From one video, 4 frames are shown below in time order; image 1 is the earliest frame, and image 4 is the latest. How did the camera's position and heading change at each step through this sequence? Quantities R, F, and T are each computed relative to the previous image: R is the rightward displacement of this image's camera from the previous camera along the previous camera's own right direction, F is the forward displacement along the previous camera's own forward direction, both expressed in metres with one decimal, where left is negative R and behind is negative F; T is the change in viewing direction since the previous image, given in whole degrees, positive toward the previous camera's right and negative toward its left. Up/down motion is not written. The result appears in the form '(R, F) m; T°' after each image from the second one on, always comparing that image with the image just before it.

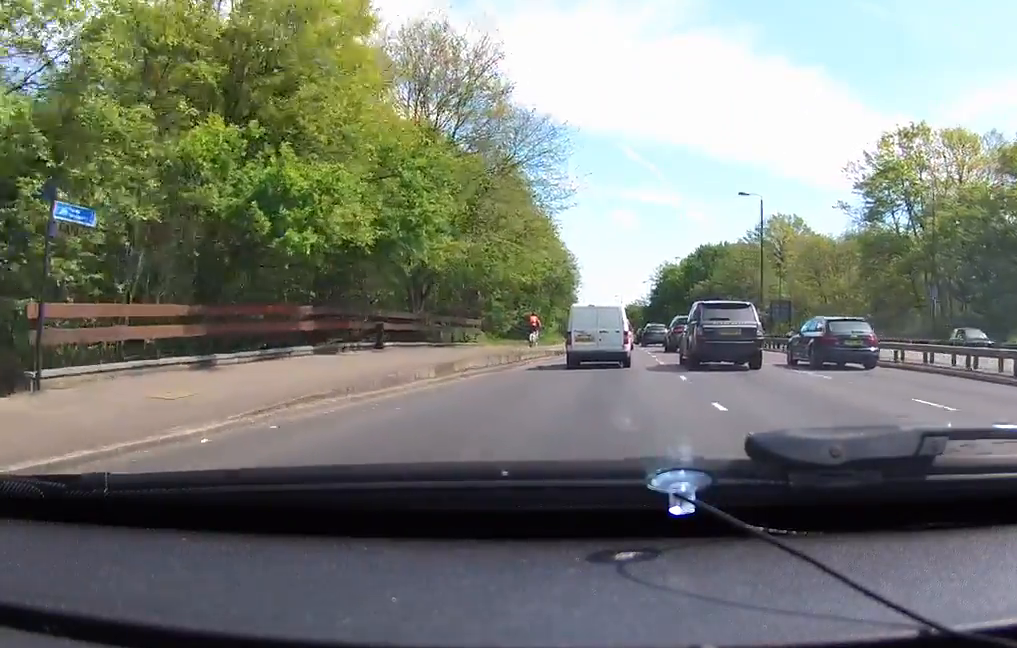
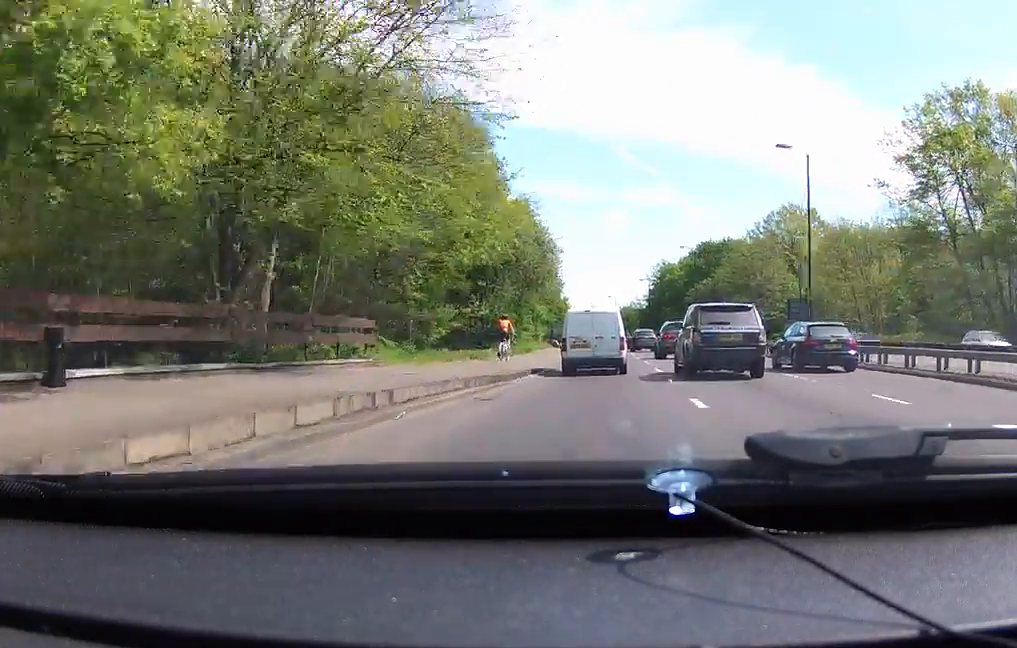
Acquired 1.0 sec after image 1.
(+0.1, +13.7) m; -1°
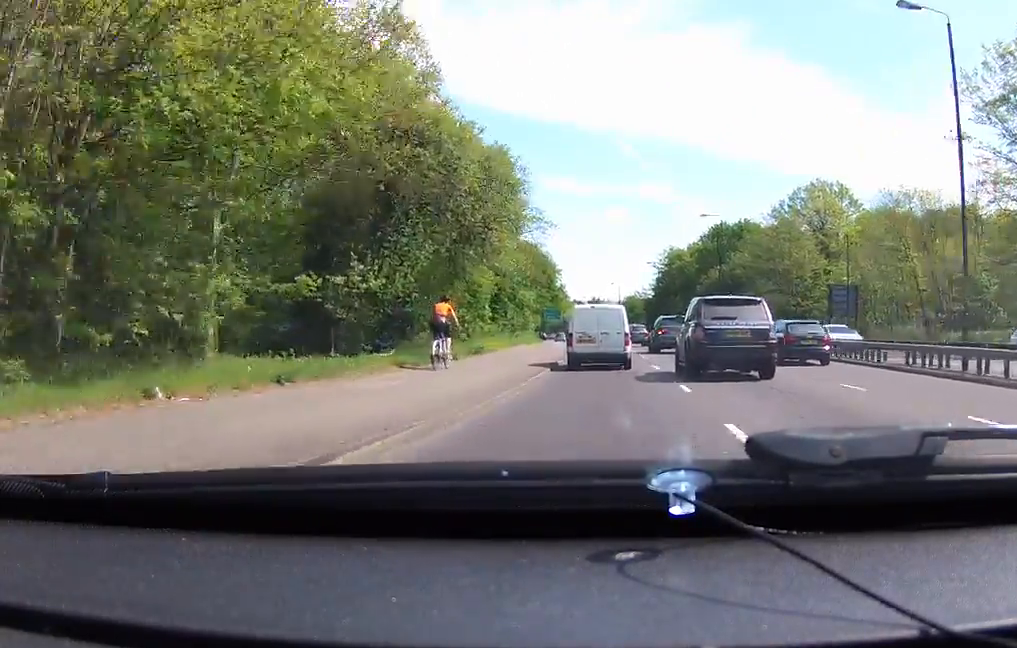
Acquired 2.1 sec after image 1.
(-0.4, +16.2) m; -3°
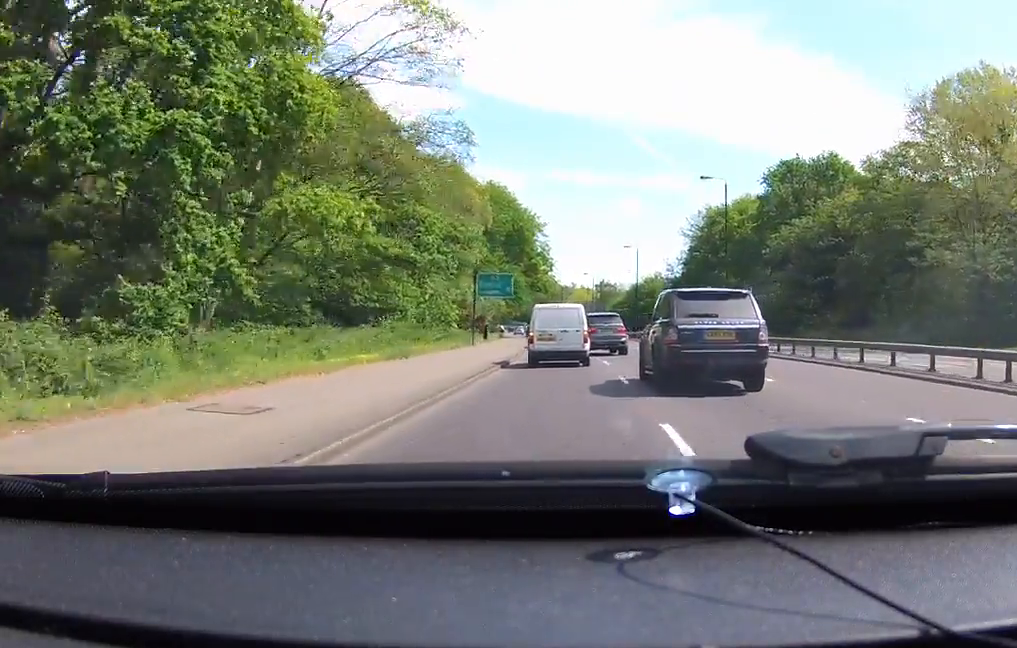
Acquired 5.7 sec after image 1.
(-0.1, +50.2) m; 0°
